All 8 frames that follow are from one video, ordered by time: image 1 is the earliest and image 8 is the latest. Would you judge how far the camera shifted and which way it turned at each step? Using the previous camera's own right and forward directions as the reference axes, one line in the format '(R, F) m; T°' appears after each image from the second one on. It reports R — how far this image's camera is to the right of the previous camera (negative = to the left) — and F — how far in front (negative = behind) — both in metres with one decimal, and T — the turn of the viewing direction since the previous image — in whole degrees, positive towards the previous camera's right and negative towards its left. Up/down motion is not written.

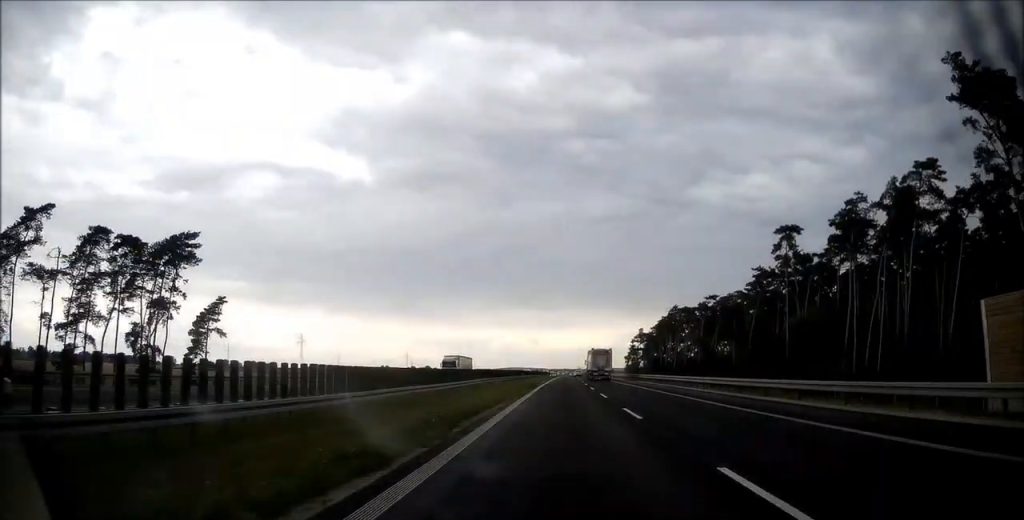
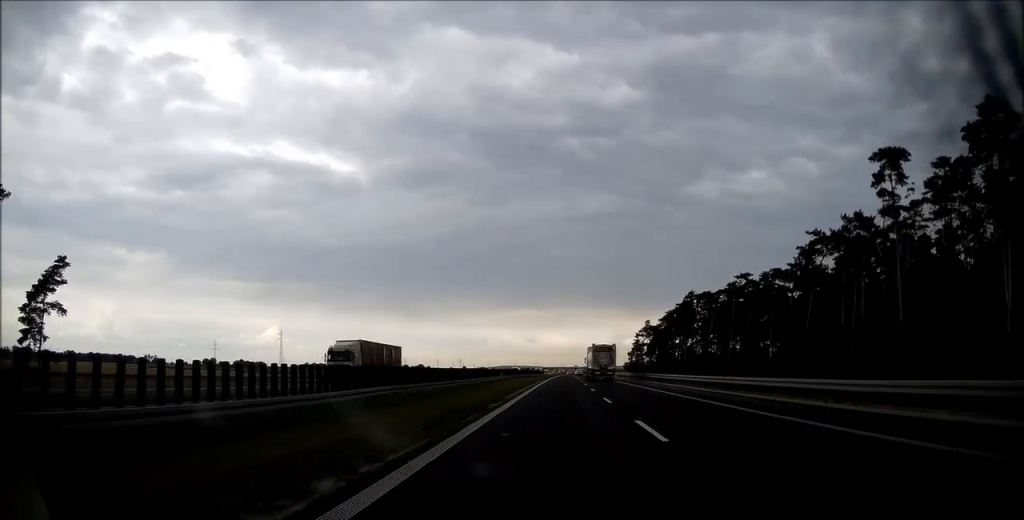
(+0.2, +29.4) m; 0°
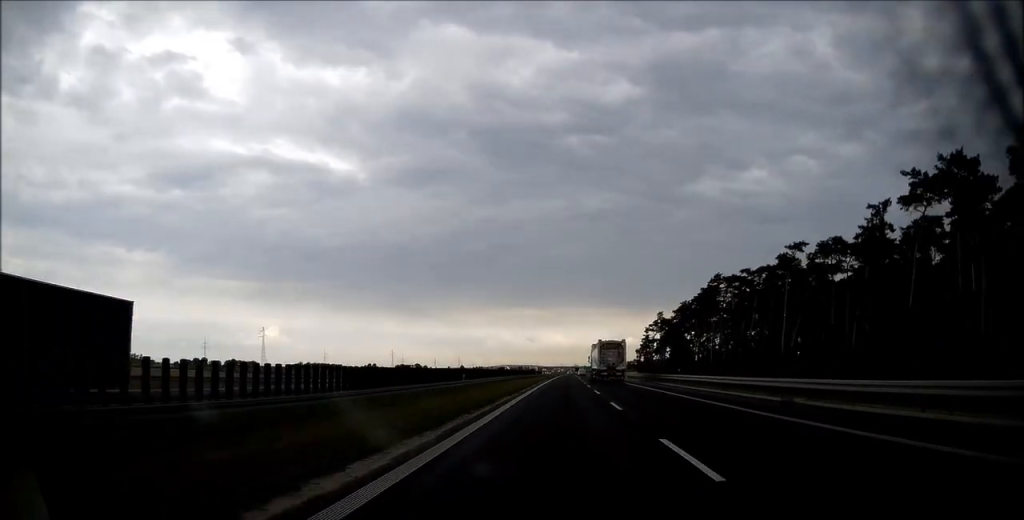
(+0.1, +28.0) m; 0°
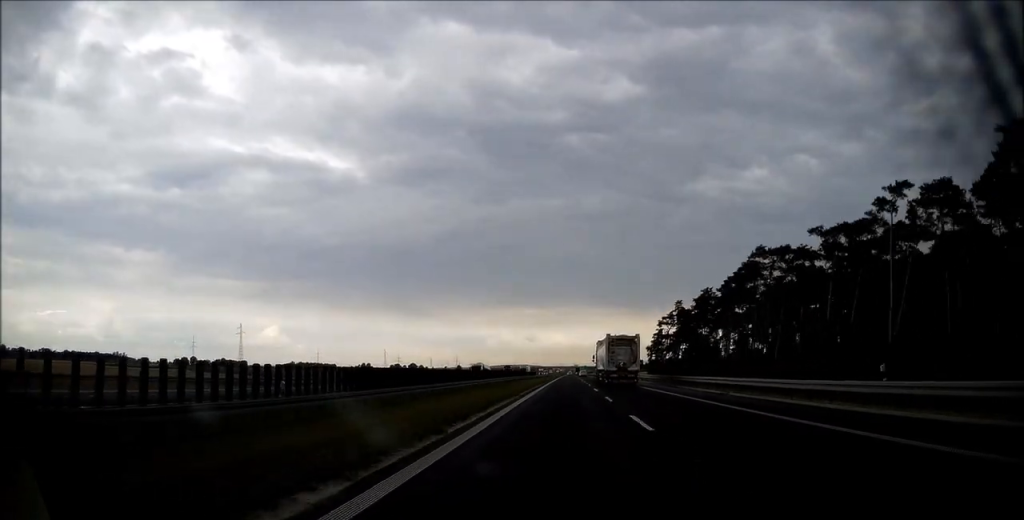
(+0.1, +30.4) m; 0°
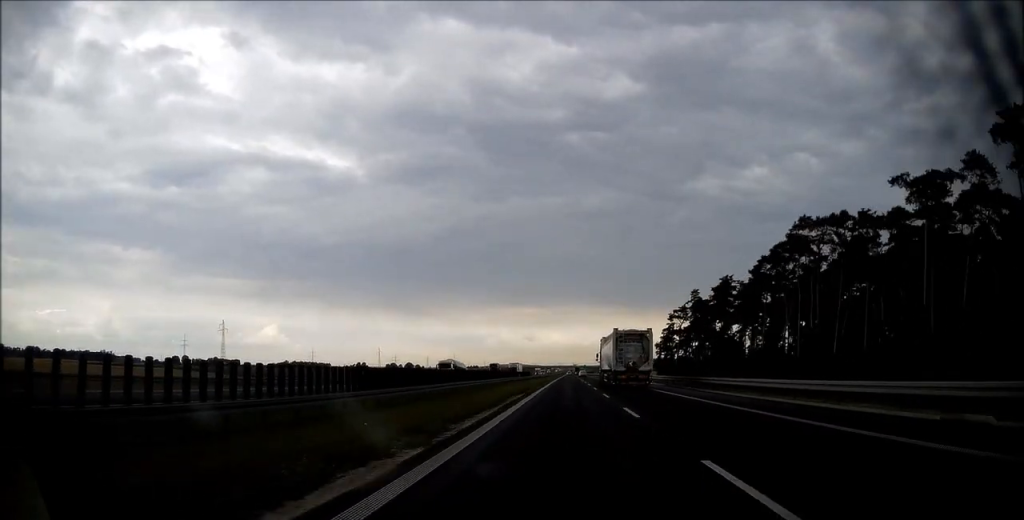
(0.0, +20.6) m; 0°
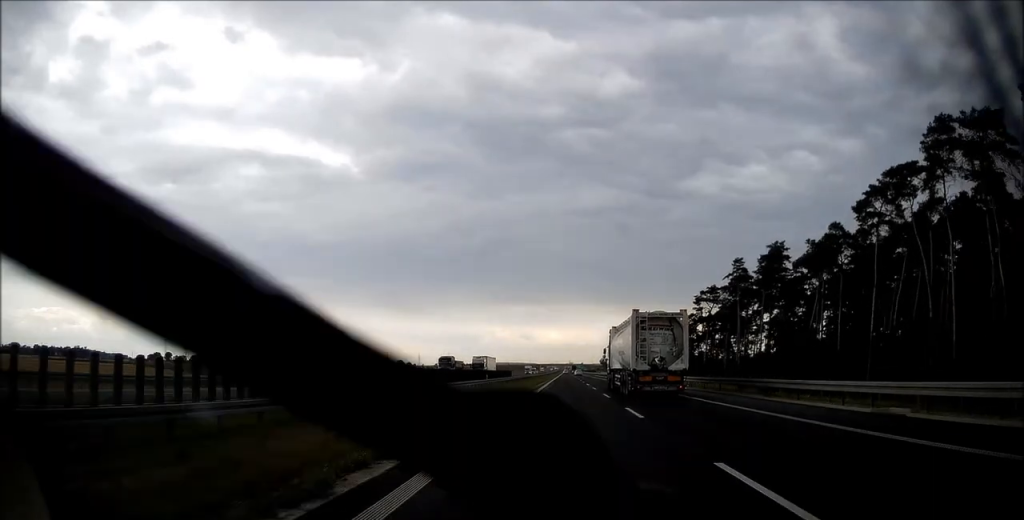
(+0.1, +36.5) m; 0°
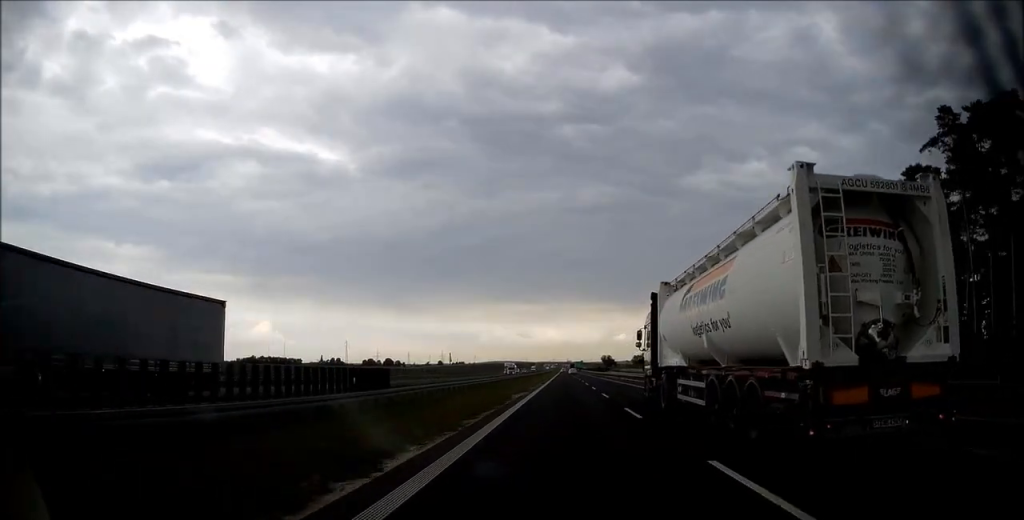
(+0.4, +59.8) m; 0°
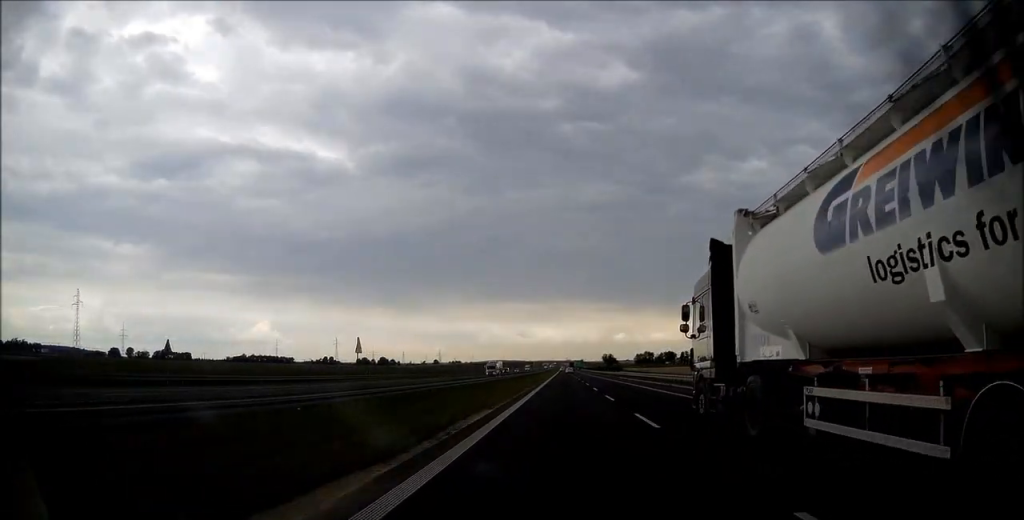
(-0.1, +27.0) m; 0°
